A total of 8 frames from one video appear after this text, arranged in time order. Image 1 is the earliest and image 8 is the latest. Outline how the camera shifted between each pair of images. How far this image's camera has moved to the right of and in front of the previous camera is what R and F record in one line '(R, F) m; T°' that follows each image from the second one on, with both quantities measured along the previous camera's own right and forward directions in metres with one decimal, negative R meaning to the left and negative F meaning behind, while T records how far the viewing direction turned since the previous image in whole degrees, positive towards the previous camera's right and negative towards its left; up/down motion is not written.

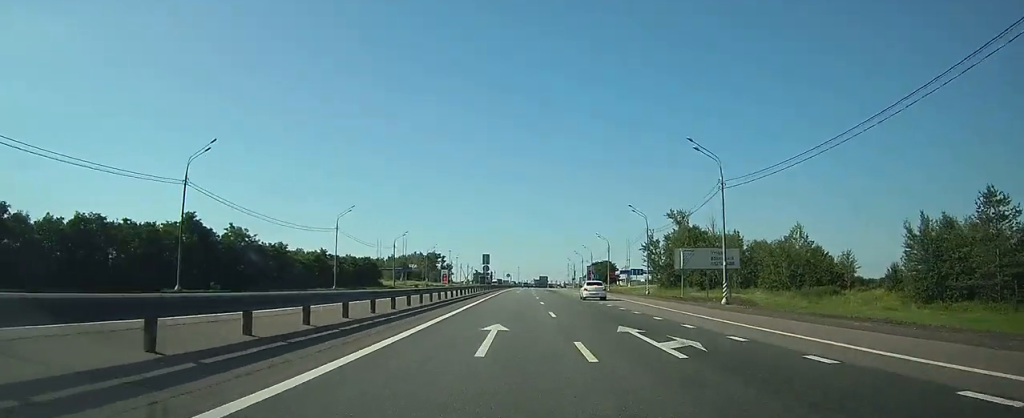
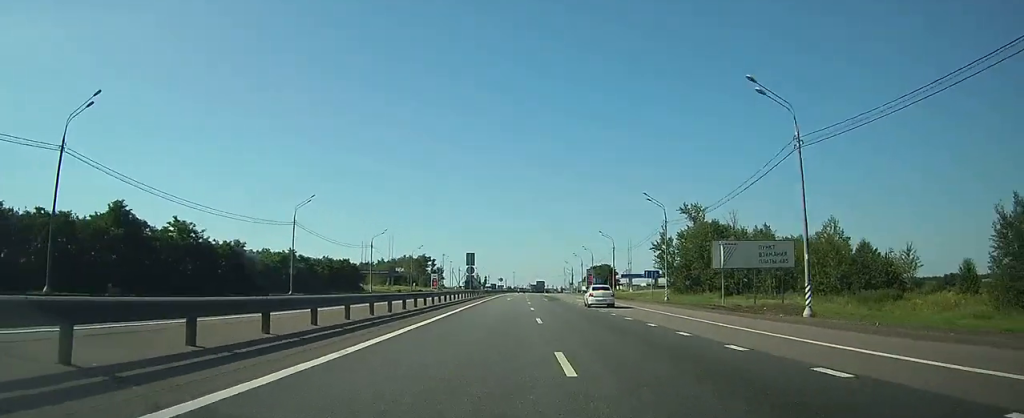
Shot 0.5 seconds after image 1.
(0.0, +13.6) m; 0°
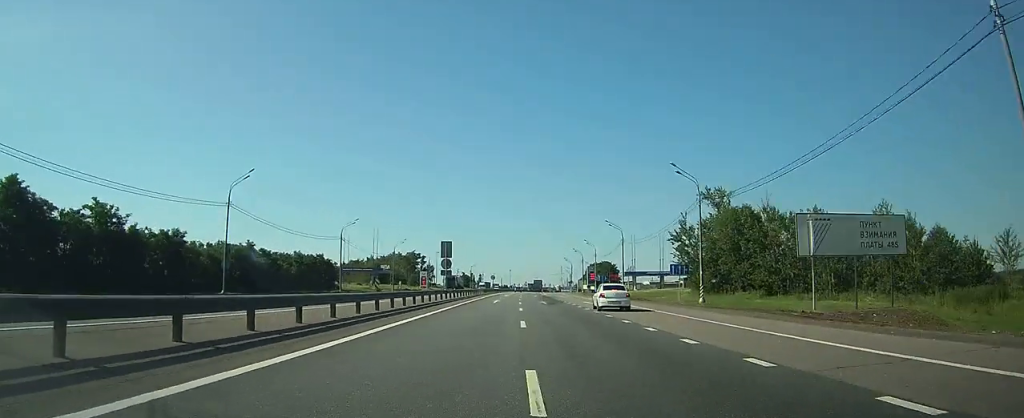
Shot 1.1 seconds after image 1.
(0.0, +15.0) m; 0°
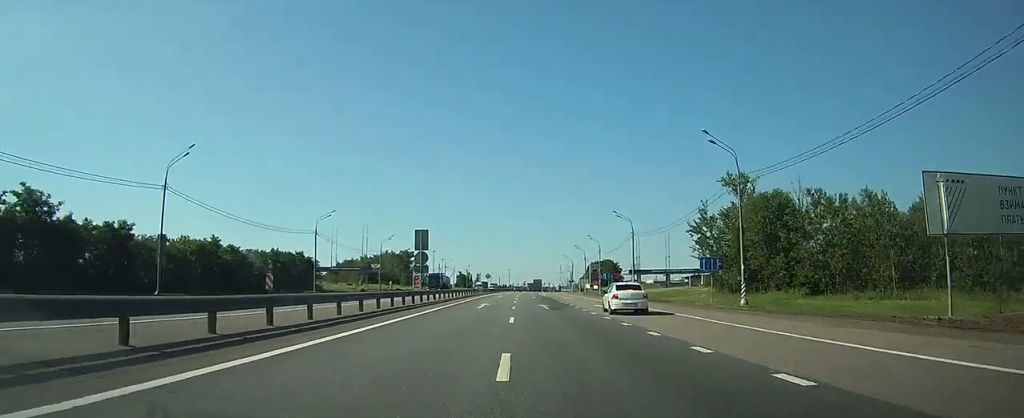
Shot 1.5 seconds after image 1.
(0.0, +10.4) m; 0°
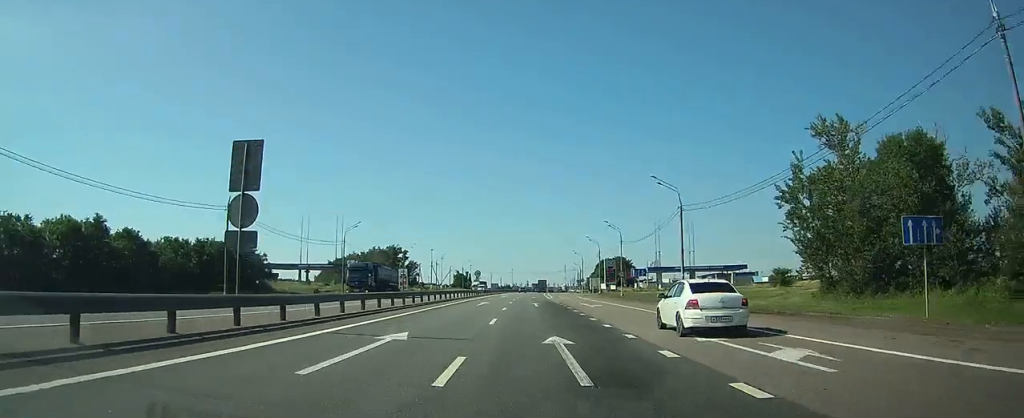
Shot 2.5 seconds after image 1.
(+0.1, +25.1) m; 0°
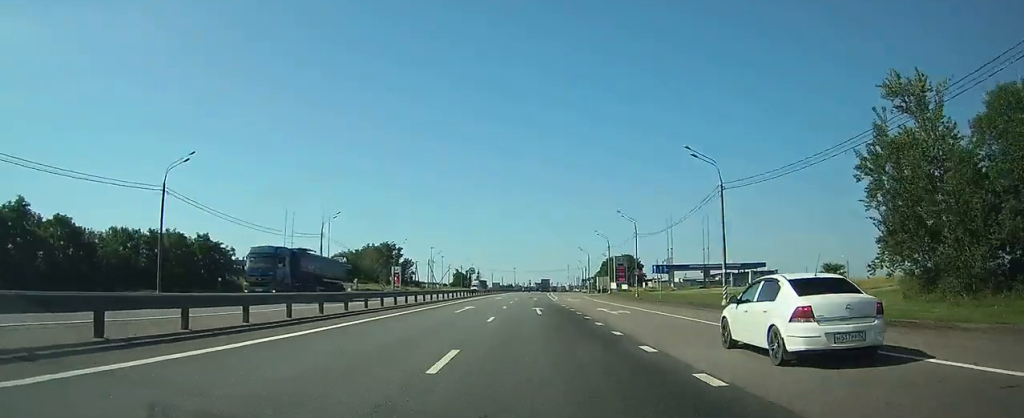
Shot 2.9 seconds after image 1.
(0.0, +11.3) m; 0°
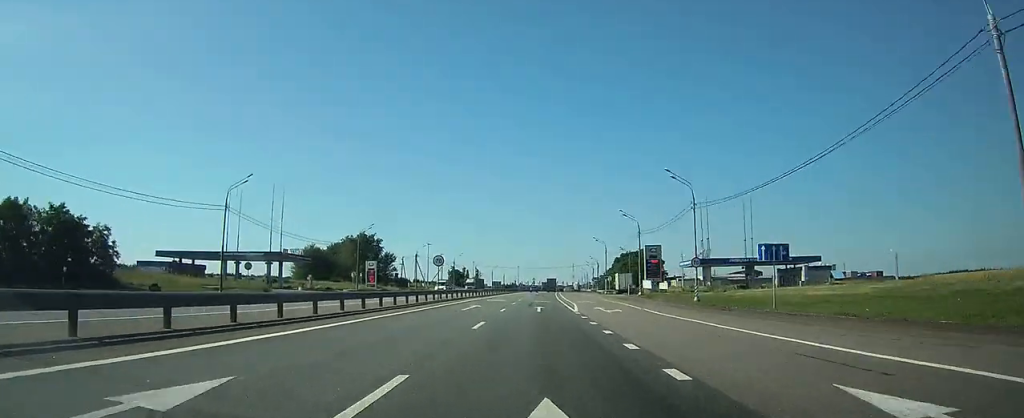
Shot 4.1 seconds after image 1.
(0.0, +27.8) m; 0°
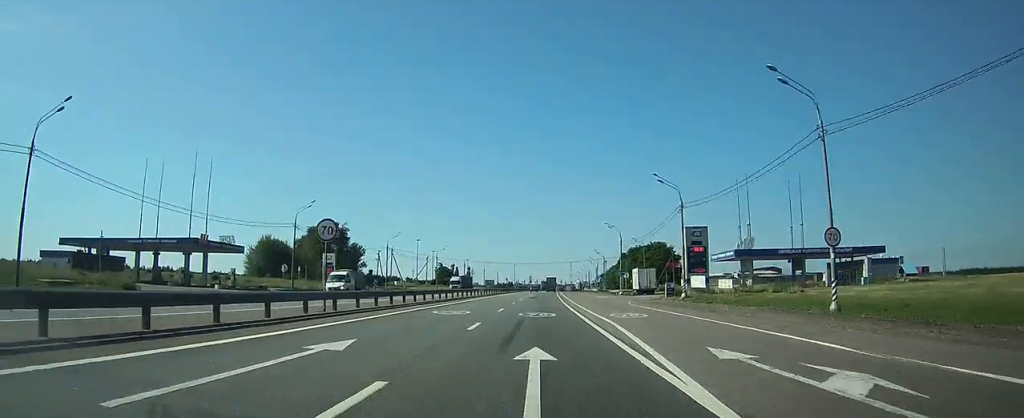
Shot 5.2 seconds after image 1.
(0.0, +24.8) m; 0°
